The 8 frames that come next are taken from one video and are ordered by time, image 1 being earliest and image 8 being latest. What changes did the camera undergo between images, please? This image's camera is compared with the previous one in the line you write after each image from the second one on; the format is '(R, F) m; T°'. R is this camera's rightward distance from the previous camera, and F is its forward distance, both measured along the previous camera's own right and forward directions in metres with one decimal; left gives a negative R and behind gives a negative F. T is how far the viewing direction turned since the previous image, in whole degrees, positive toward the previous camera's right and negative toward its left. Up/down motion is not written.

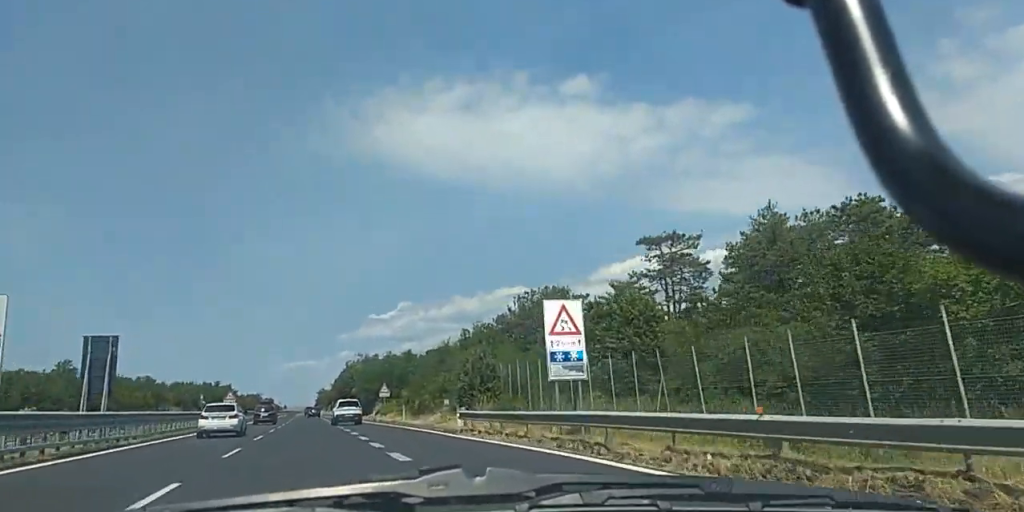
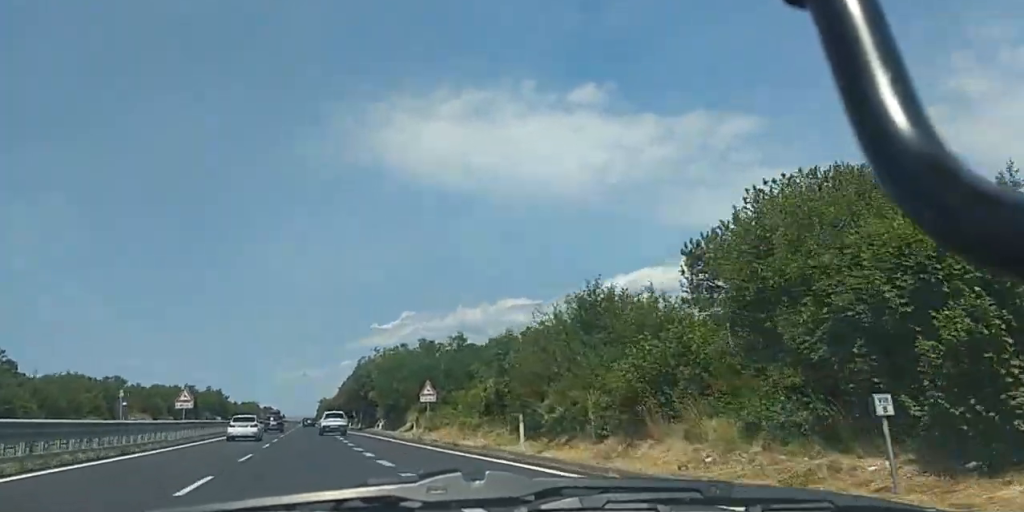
(-0.3, +32.1) m; 0°
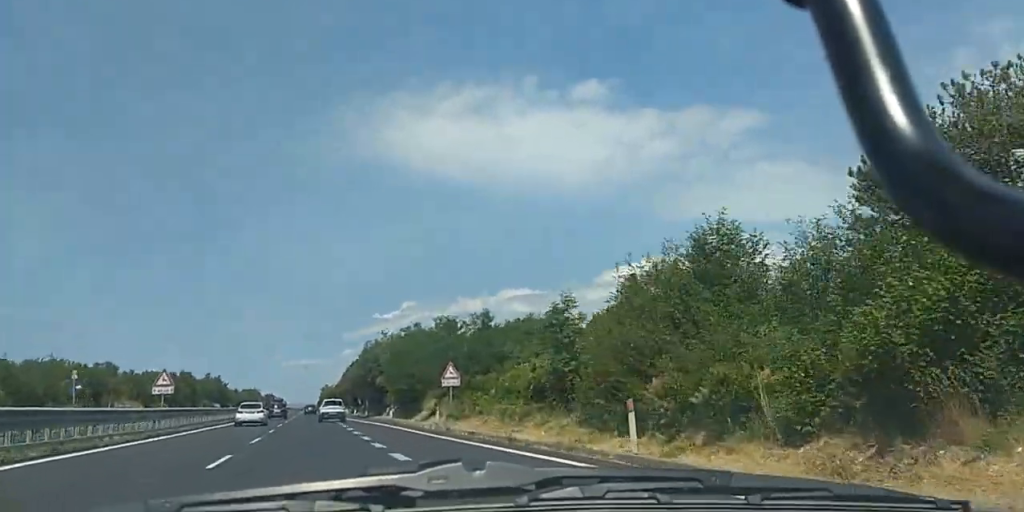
(0.0, +8.6) m; 0°
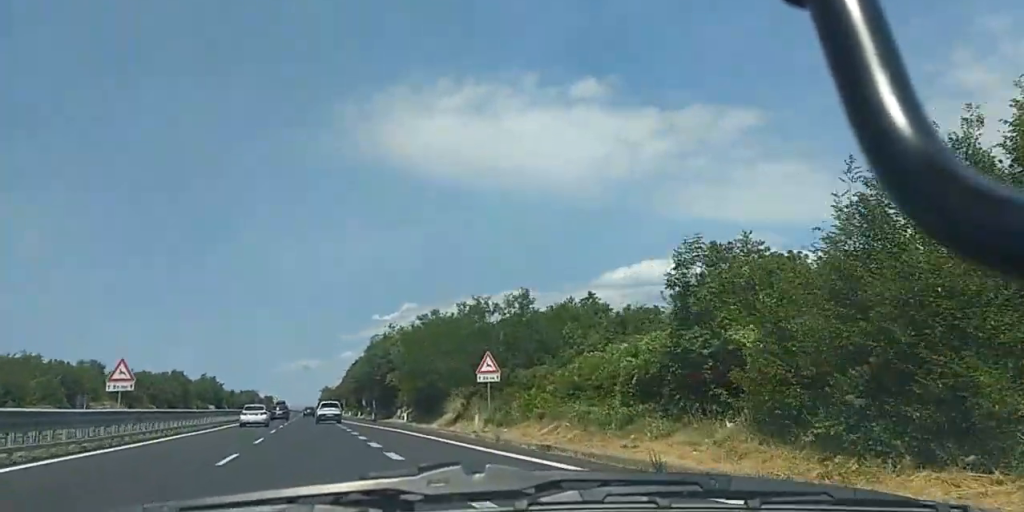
(0.0, +10.1) m; 0°
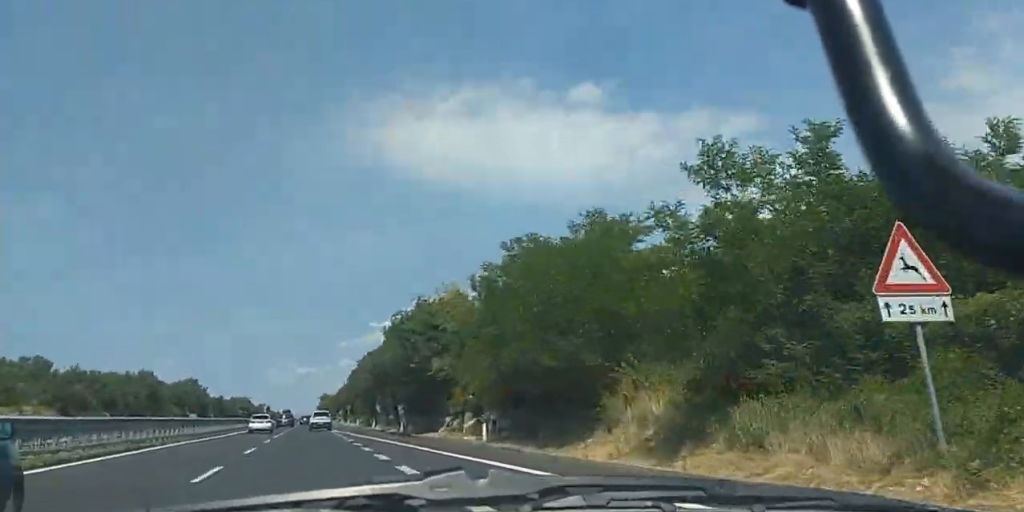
(+0.2, +26.3) m; +1°
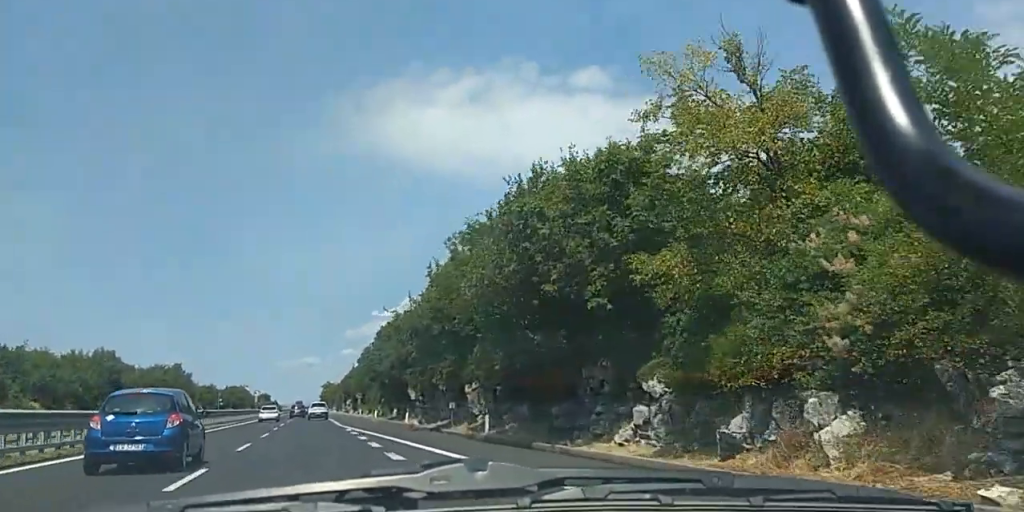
(+0.2, +27.0) m; +1°
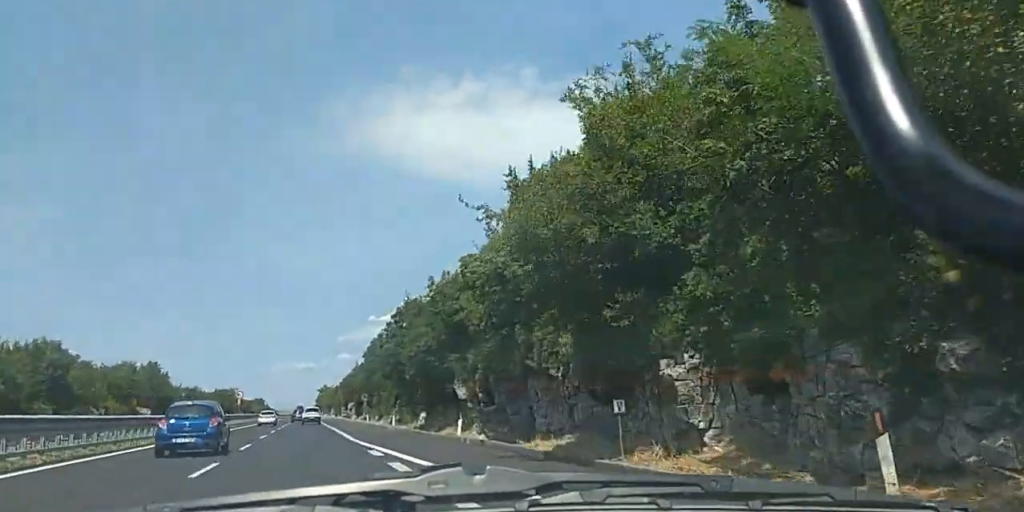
(+0.2, +19.9) m; +1°
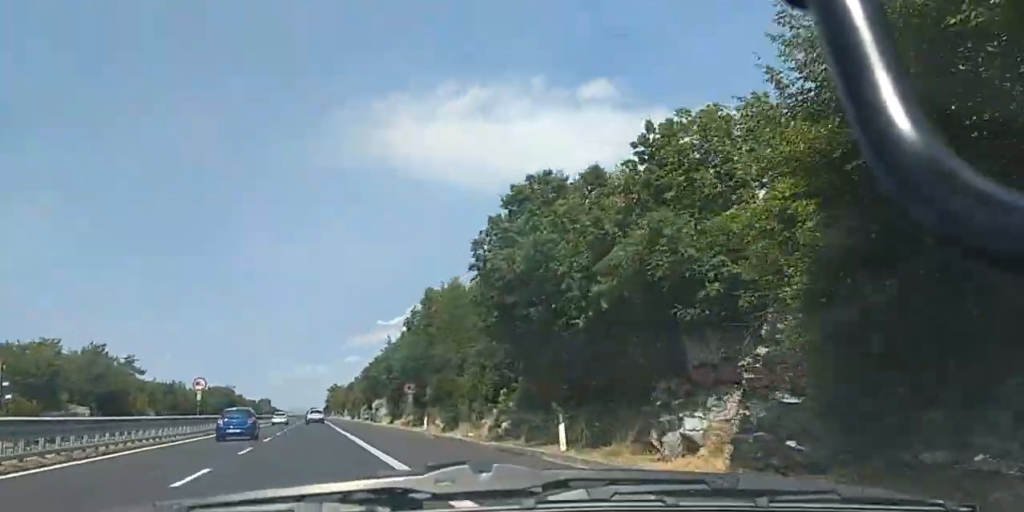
(-0.4, +38.9) m; -1°
